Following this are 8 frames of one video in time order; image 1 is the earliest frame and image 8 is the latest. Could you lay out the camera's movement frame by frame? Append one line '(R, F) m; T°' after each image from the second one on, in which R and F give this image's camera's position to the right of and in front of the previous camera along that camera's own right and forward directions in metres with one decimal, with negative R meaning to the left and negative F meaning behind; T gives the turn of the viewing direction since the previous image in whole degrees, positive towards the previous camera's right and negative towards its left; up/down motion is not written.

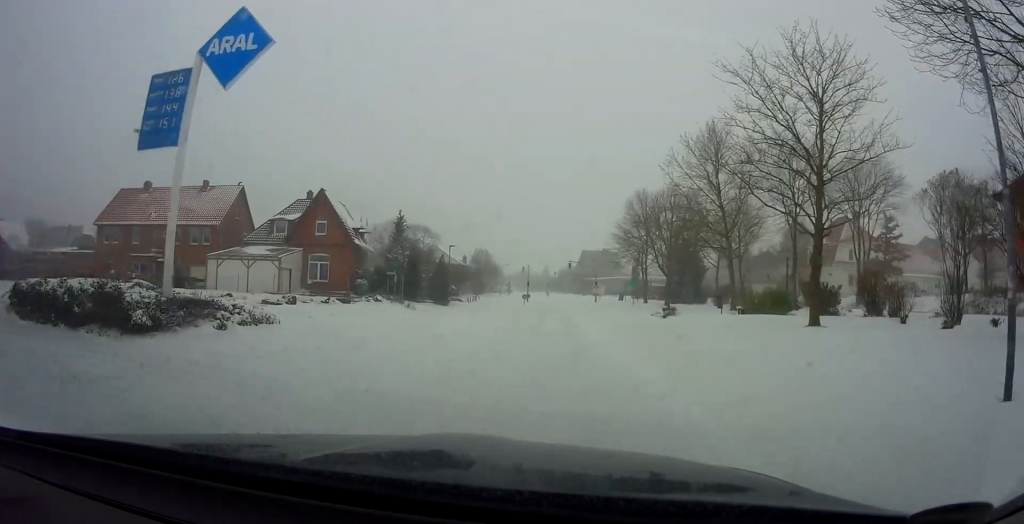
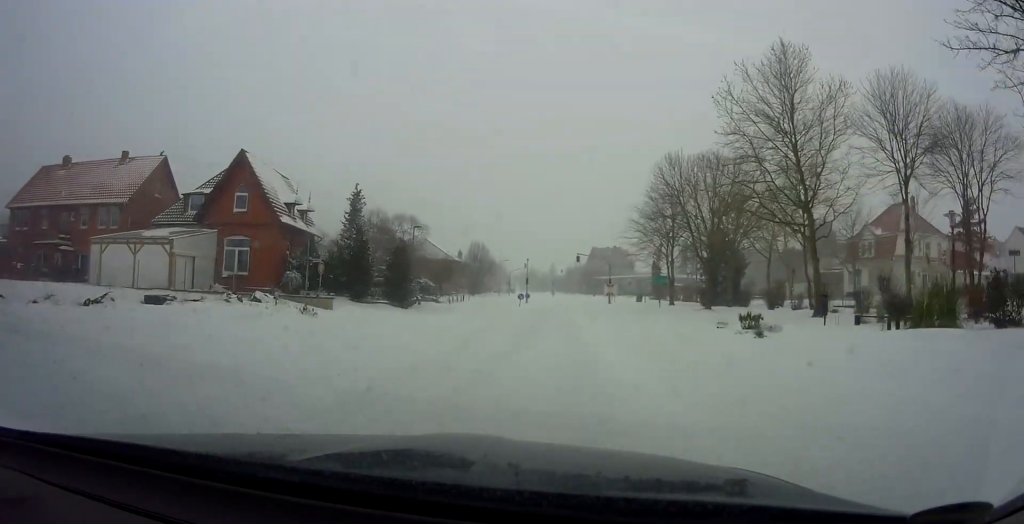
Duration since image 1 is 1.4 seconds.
(-0.2, +14.5) m; -1°
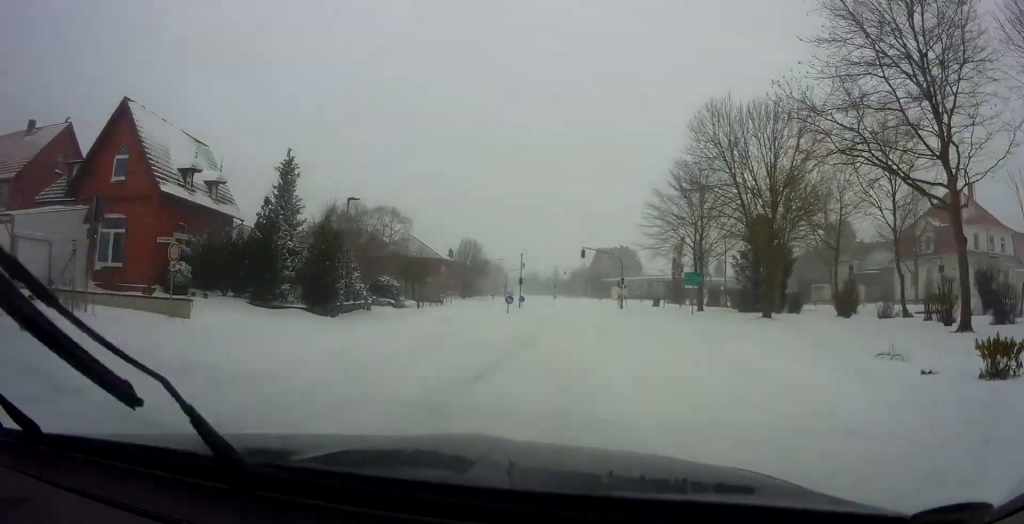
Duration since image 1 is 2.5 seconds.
(0.0, +11.9) m; 0°
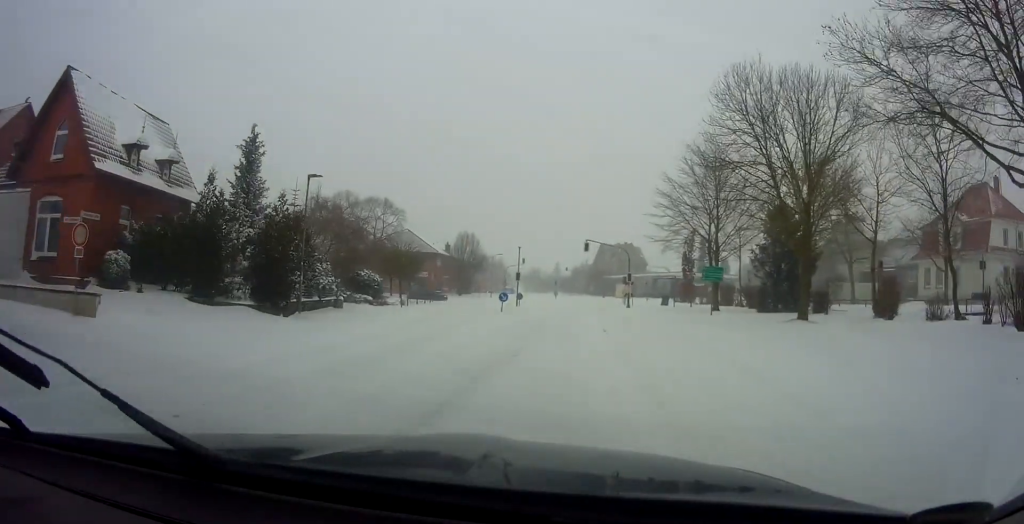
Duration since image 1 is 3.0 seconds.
(0.0, +4.4) m; 0°
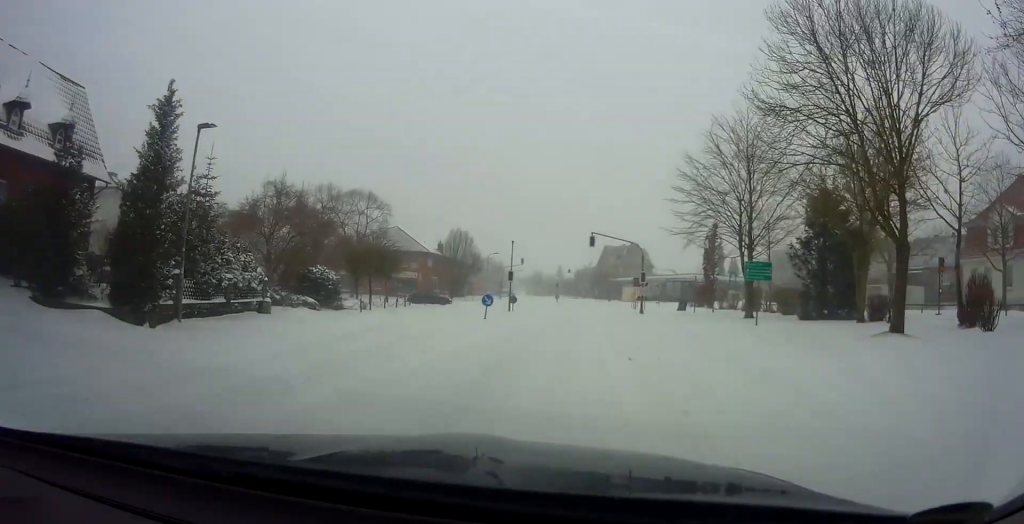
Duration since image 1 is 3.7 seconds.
(0.0, +7.5) m; -2°
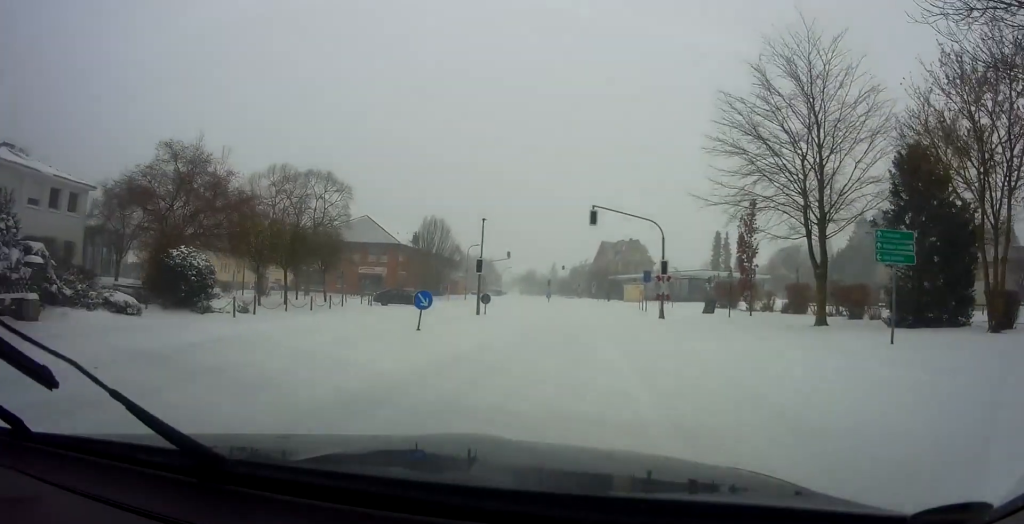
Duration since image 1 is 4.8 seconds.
(-0.5, +11.3) m; -1°
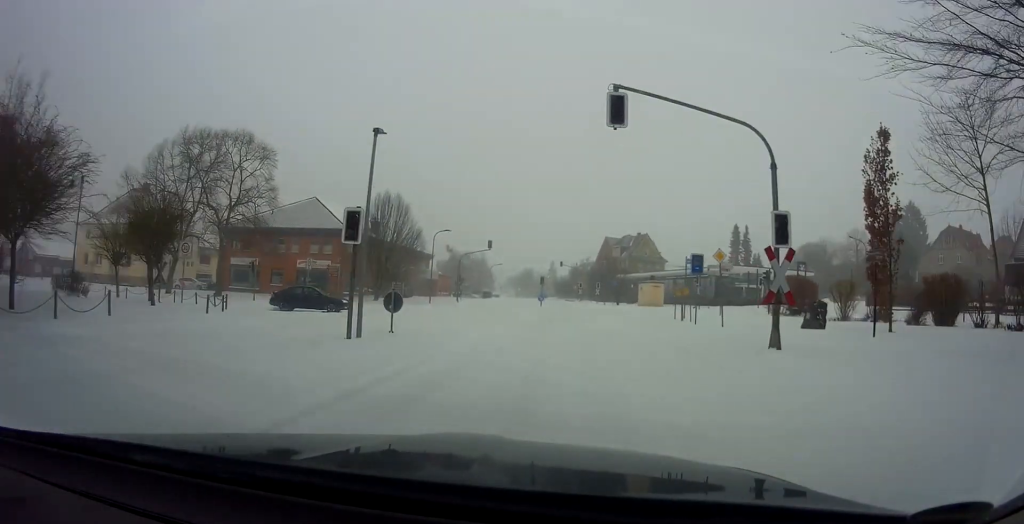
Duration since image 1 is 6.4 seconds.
(+0.8, +16.6) m; +3°
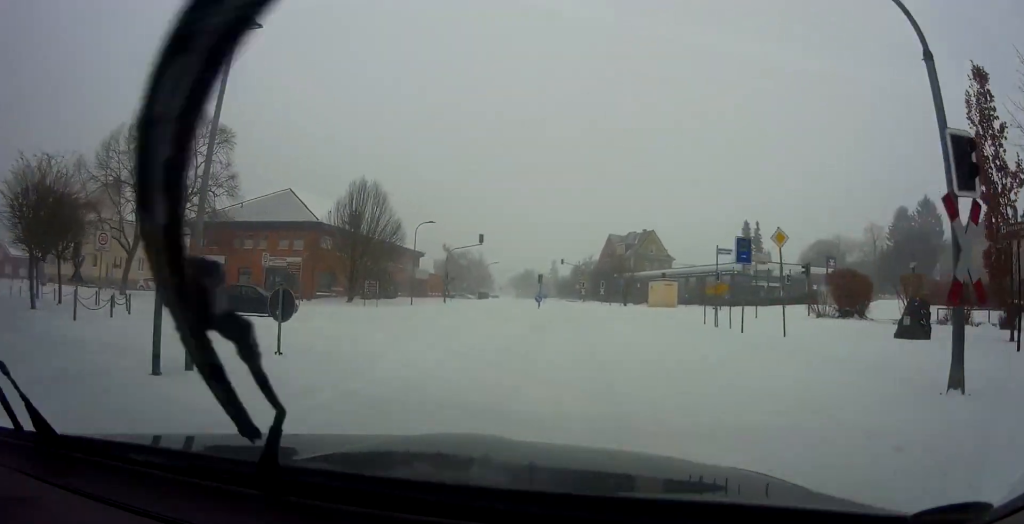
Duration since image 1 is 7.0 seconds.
(0.0, +6.0) m; 0°
